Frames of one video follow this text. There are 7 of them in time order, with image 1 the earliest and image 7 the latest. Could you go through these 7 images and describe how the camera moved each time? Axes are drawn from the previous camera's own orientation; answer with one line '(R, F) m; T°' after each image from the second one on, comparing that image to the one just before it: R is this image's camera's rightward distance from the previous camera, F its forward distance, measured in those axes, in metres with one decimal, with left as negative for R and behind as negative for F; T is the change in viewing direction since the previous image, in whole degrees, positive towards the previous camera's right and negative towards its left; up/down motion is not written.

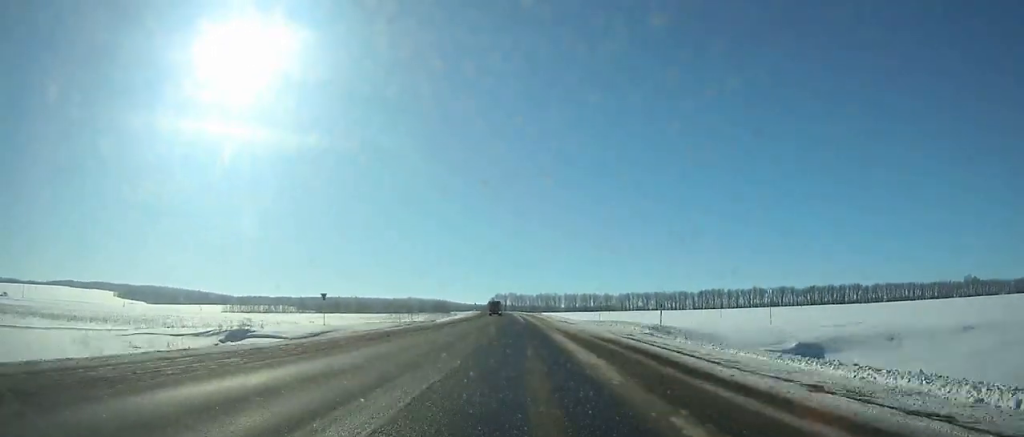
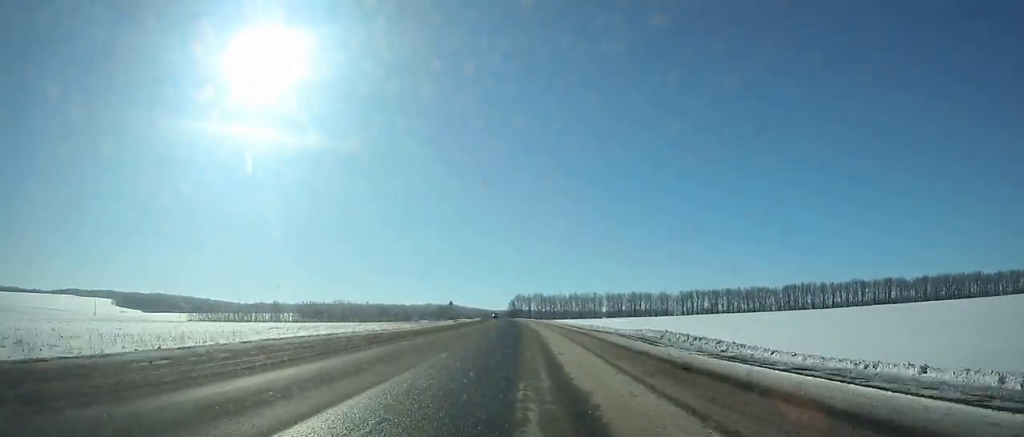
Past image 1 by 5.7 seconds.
(-3.1, +126.9) m; -3°
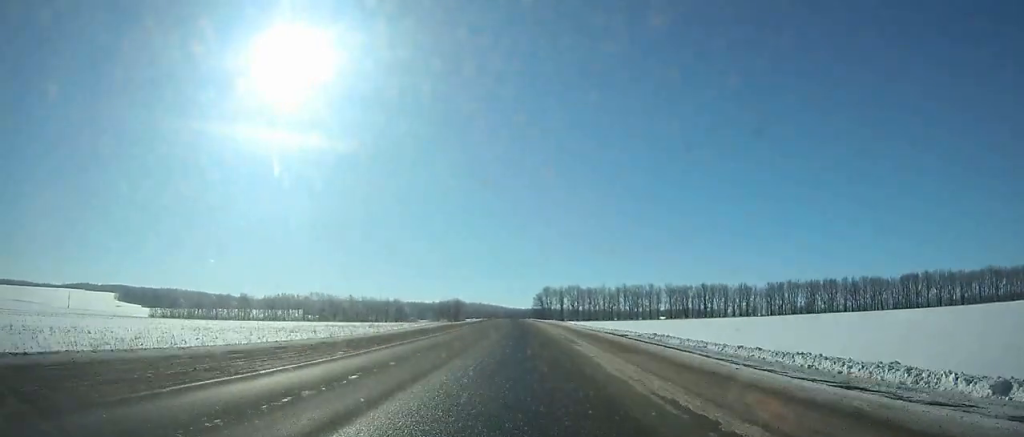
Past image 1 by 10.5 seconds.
(-1.4, +104.7) m; -2°
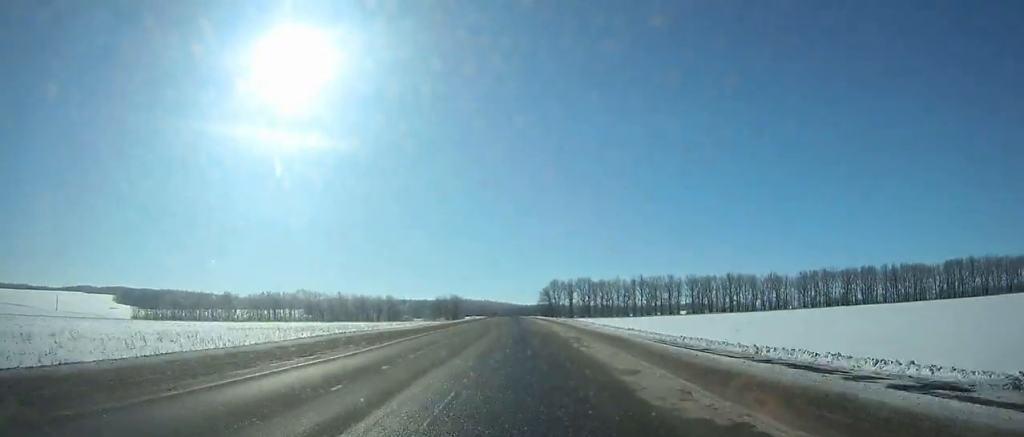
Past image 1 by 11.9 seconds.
(-0.3, +30.1) m; -1°
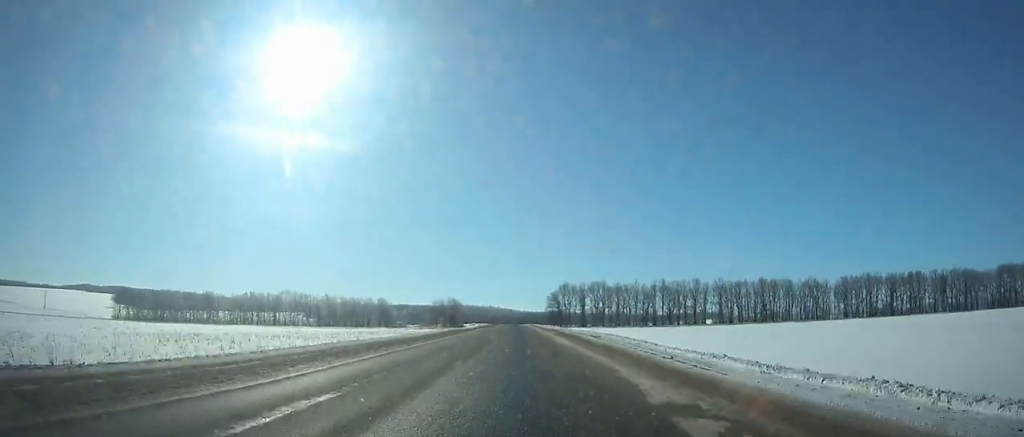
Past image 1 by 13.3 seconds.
(-0.1, +30.0) m; -1°
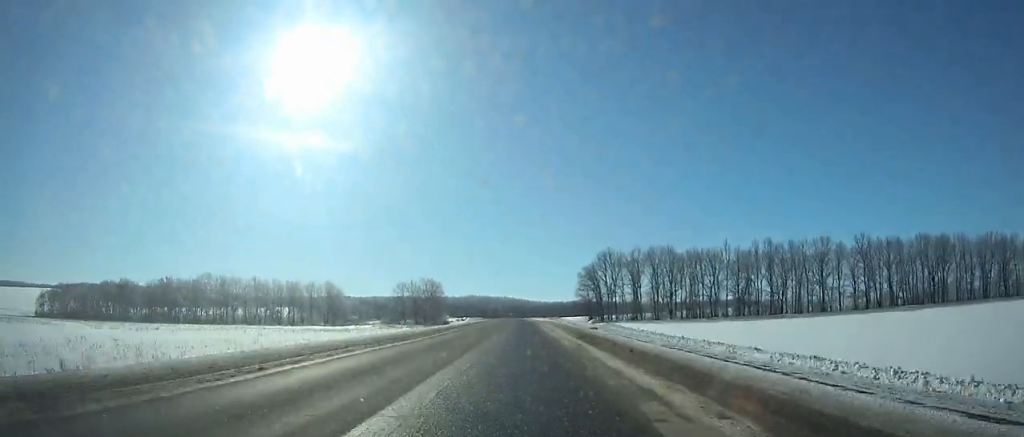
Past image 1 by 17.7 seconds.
(-1.7, +92.8) m; -2°
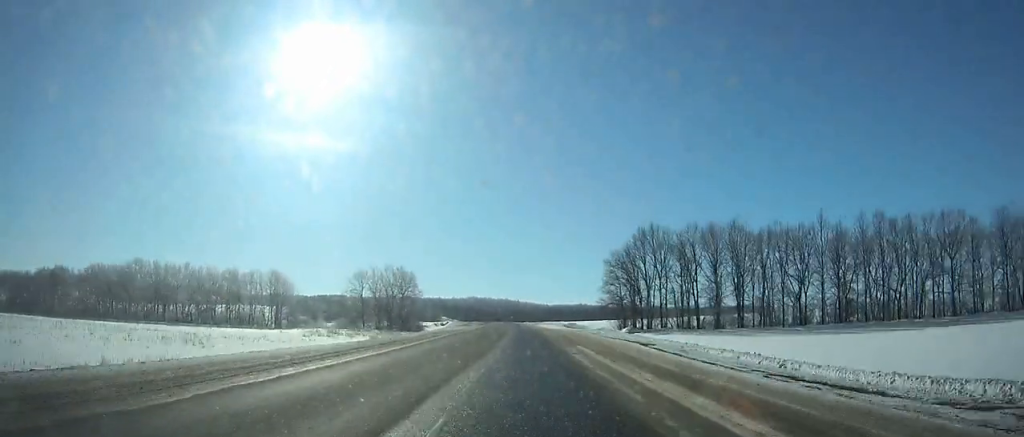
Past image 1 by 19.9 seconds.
(-0.2, +45.7) m; -1°
